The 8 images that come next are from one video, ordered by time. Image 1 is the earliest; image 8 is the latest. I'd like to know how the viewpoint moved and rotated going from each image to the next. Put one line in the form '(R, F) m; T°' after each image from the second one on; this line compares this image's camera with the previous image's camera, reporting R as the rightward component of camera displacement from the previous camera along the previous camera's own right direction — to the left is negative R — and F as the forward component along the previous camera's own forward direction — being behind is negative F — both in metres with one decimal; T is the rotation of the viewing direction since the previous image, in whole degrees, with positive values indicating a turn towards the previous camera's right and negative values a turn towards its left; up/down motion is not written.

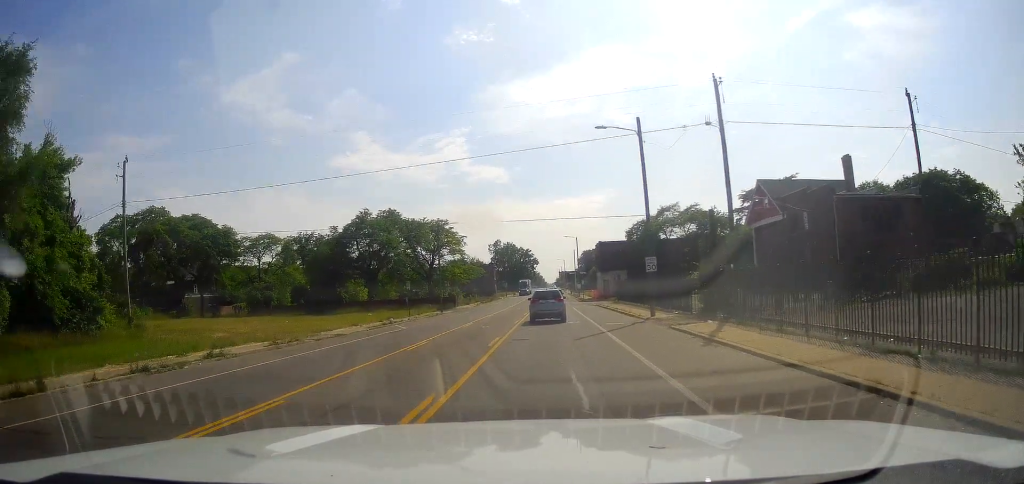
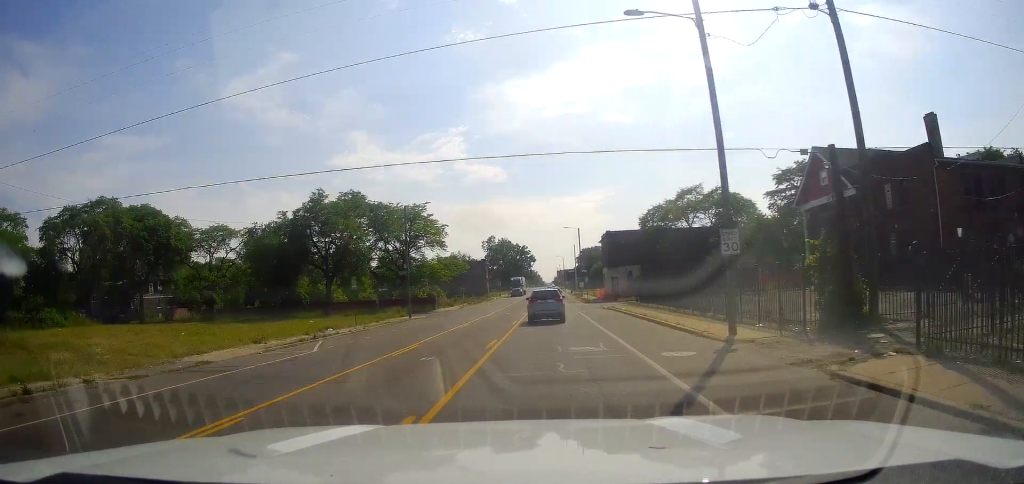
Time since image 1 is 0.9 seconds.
(+0.1, +13.6) m; 0°
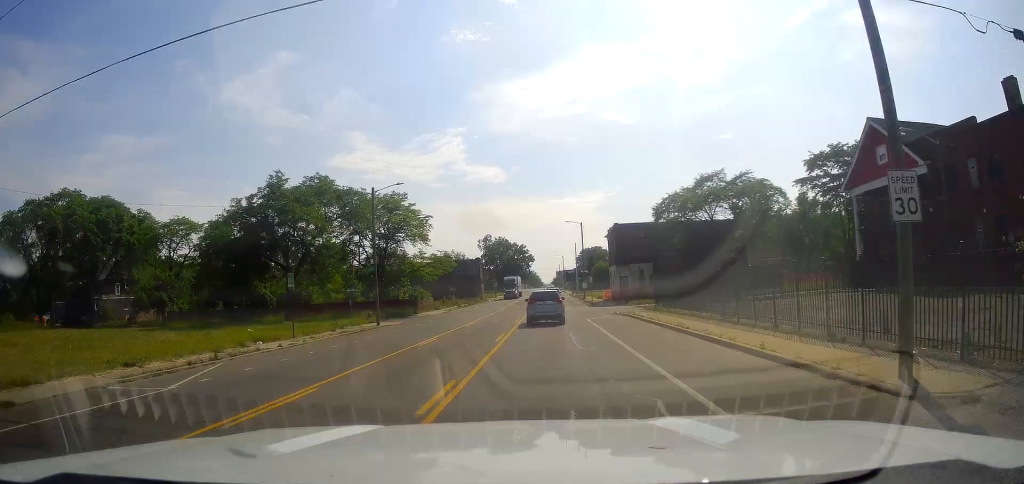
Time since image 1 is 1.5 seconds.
(-0.1, +9.0) m; -1°
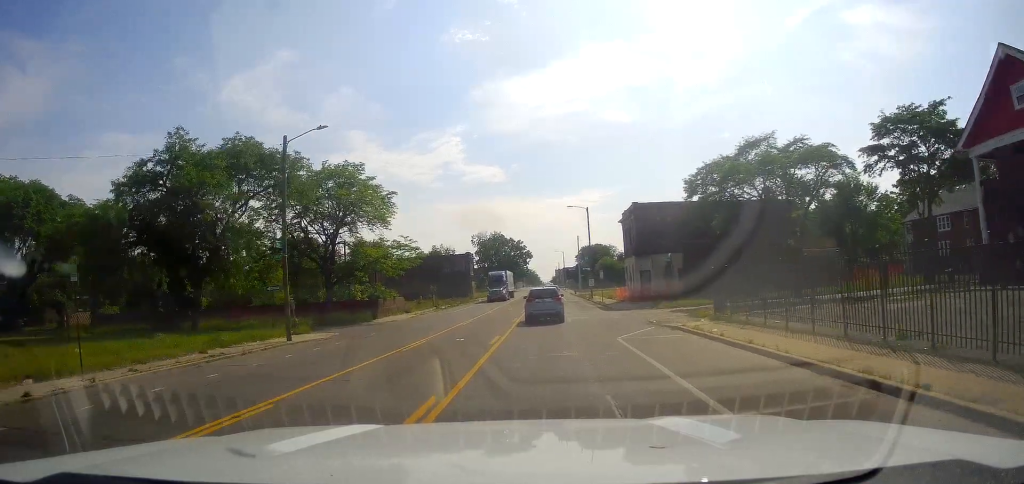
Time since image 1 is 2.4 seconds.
(0.0, +14.0) m; -2°
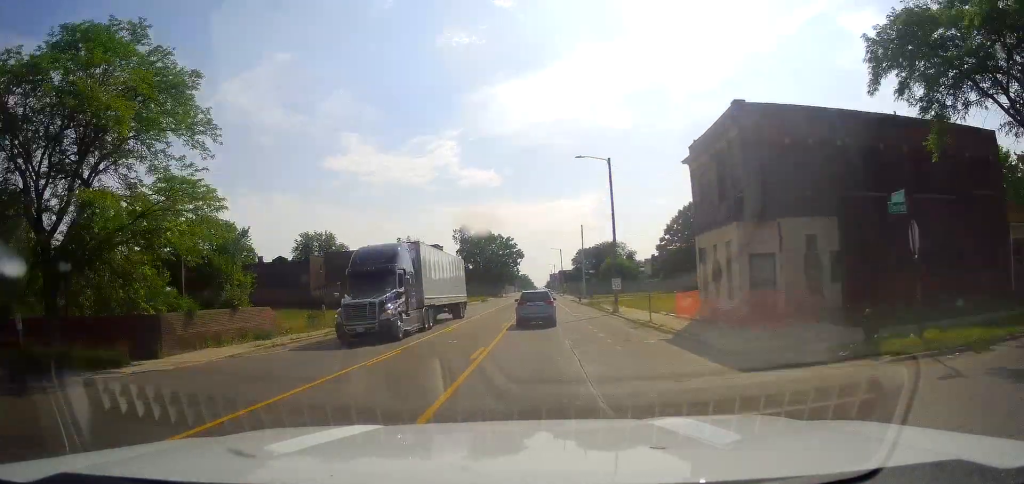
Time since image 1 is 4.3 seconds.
(+0.2, +28.3) m; +4°
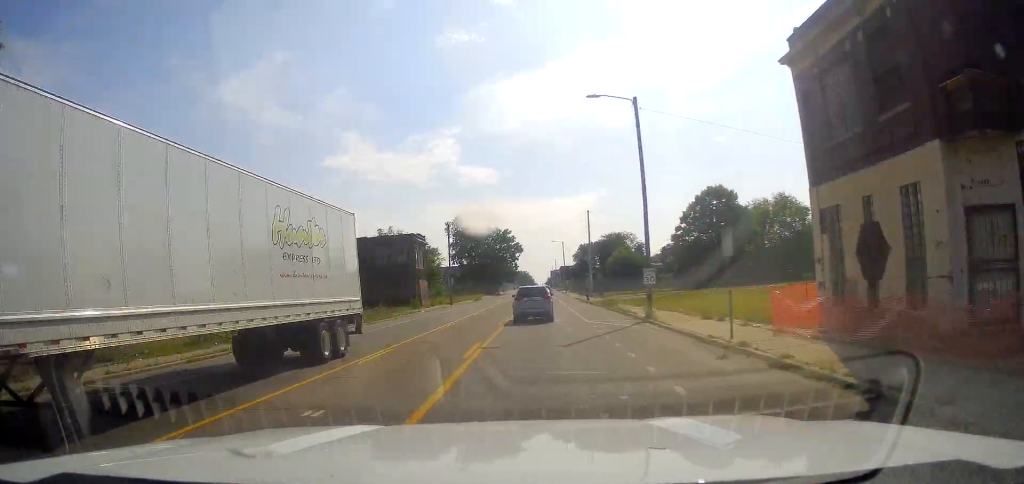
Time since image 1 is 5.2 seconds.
(+0.3, +12.7) m; 0°
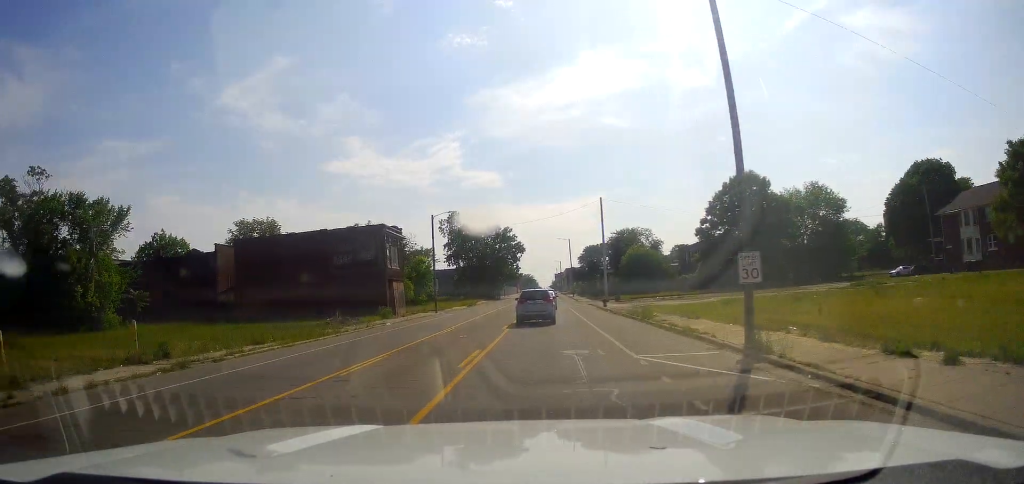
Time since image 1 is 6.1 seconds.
(-0.3, +13.5) m; -2°
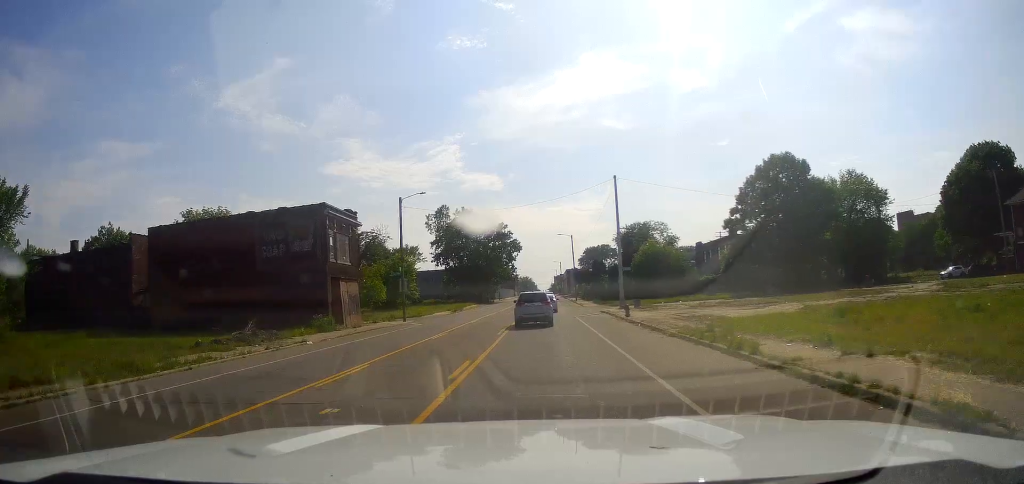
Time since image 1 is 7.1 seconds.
(-0.1, +14.0) m; 0°
